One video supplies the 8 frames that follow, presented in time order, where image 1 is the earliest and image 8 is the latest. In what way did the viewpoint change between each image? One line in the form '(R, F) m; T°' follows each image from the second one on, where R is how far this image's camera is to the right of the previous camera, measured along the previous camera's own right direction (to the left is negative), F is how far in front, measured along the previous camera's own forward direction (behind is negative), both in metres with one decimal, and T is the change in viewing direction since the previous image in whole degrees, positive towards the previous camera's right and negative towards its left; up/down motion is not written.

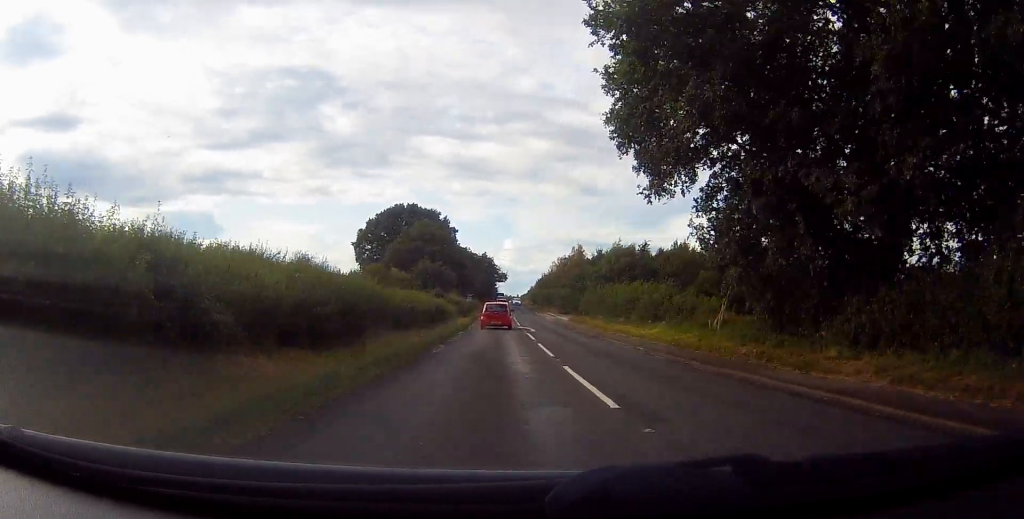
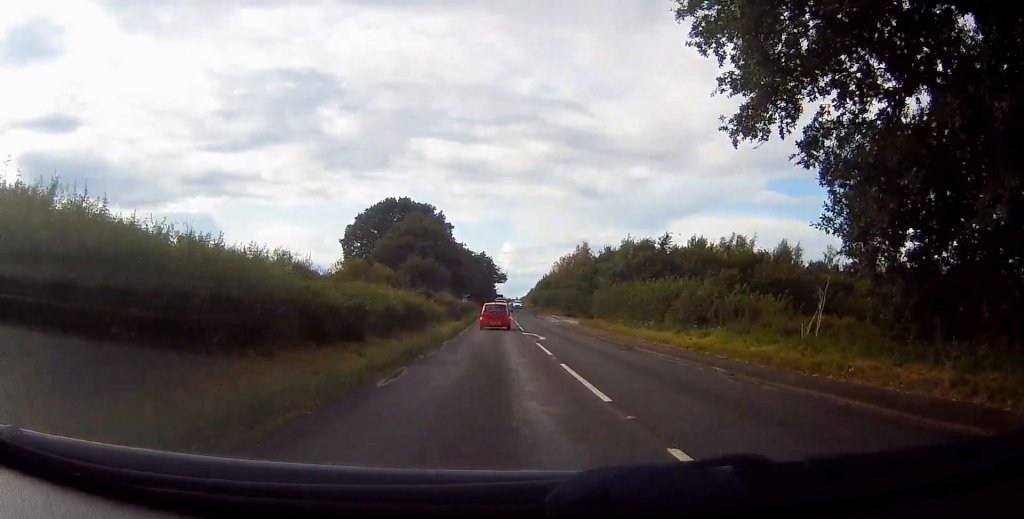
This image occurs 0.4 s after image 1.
(+0.1, +8.1) m; 0°
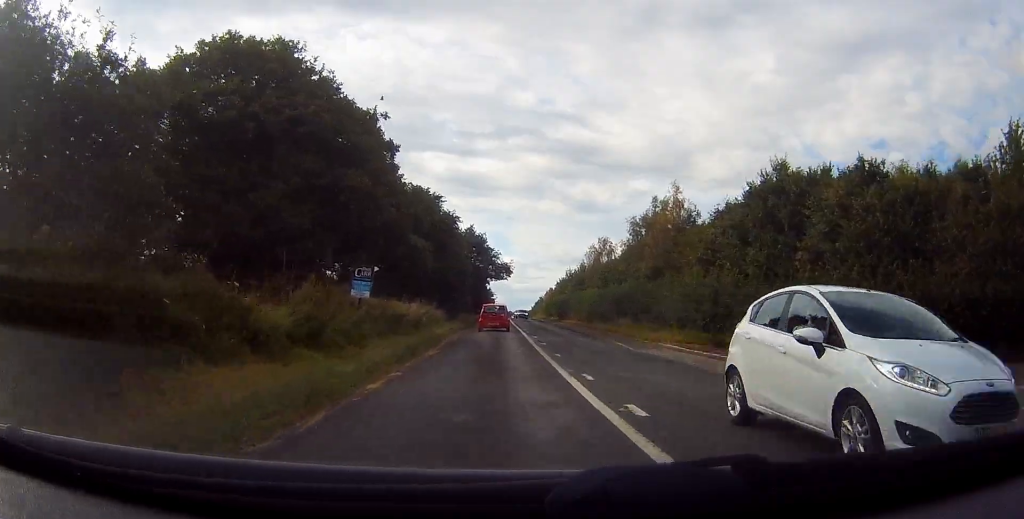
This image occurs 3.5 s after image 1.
(-0.7, +54.5) m; 0°
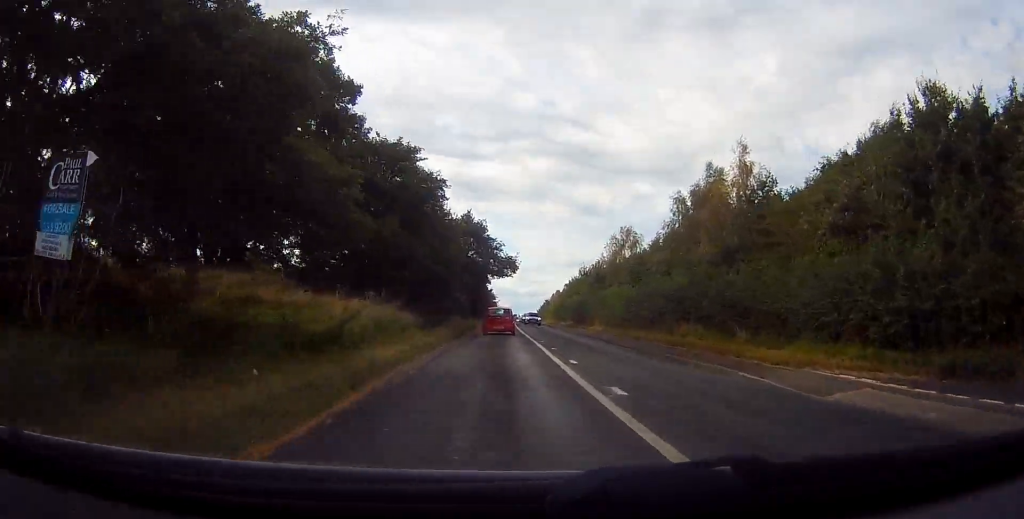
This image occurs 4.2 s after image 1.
(+0.2, +13.6) m; +1°
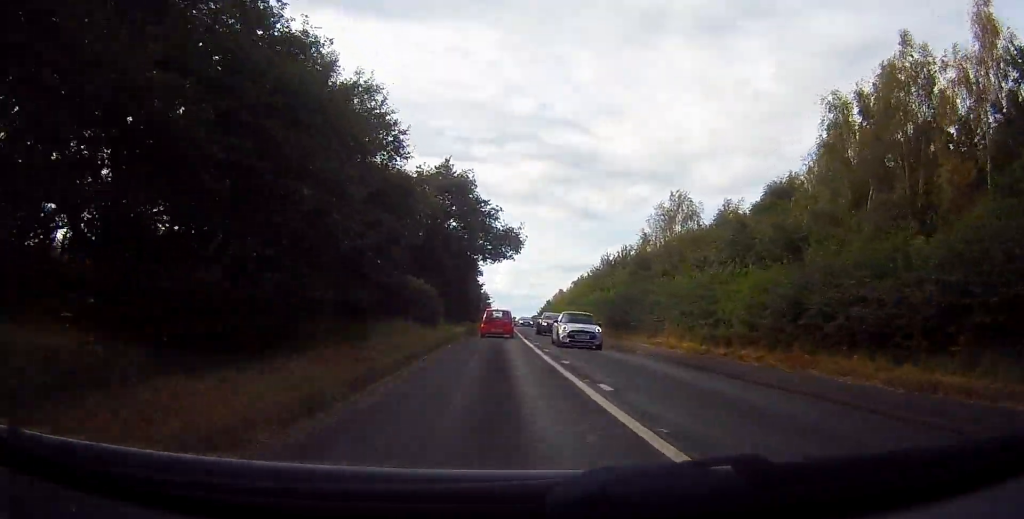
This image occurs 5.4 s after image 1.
(+0.1, +22.3) m; 0°
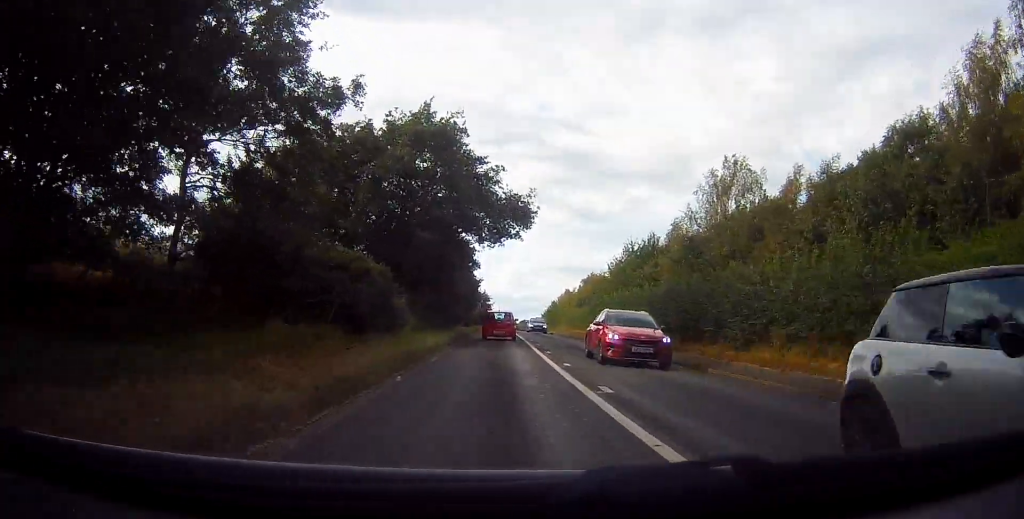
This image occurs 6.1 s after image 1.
(0.0, +11.6) m; 0°
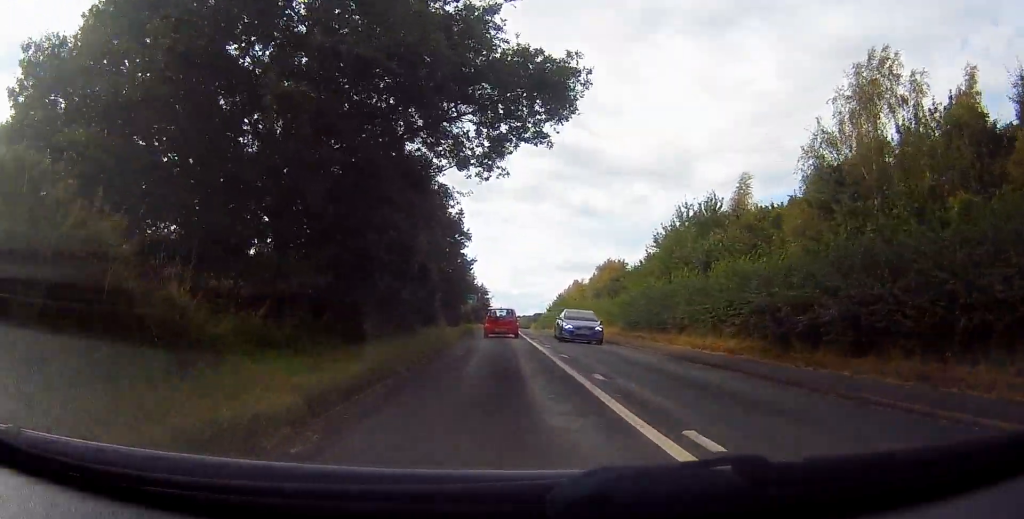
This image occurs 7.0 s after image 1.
(0.0, +16.1) m; 0°
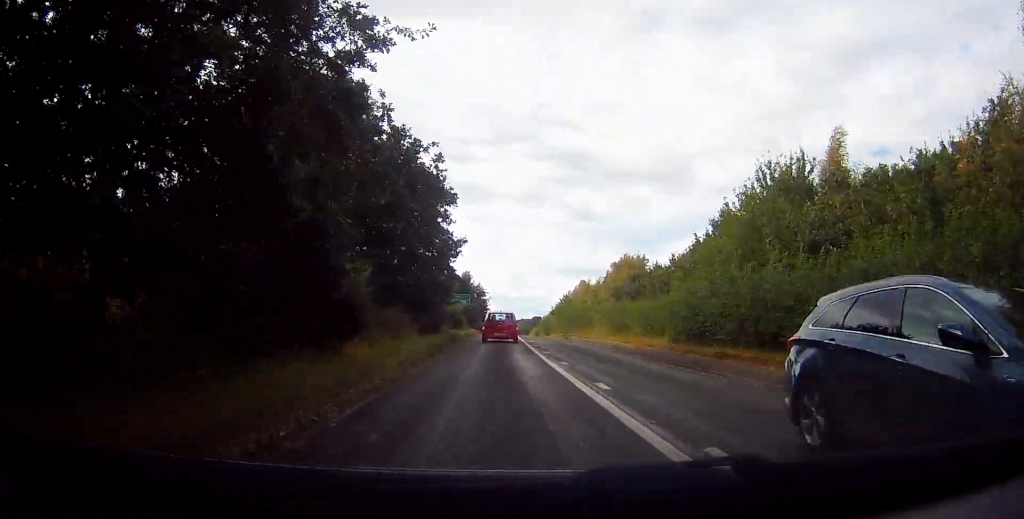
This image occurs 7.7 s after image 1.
(0.0, +12.2) m; -1°
